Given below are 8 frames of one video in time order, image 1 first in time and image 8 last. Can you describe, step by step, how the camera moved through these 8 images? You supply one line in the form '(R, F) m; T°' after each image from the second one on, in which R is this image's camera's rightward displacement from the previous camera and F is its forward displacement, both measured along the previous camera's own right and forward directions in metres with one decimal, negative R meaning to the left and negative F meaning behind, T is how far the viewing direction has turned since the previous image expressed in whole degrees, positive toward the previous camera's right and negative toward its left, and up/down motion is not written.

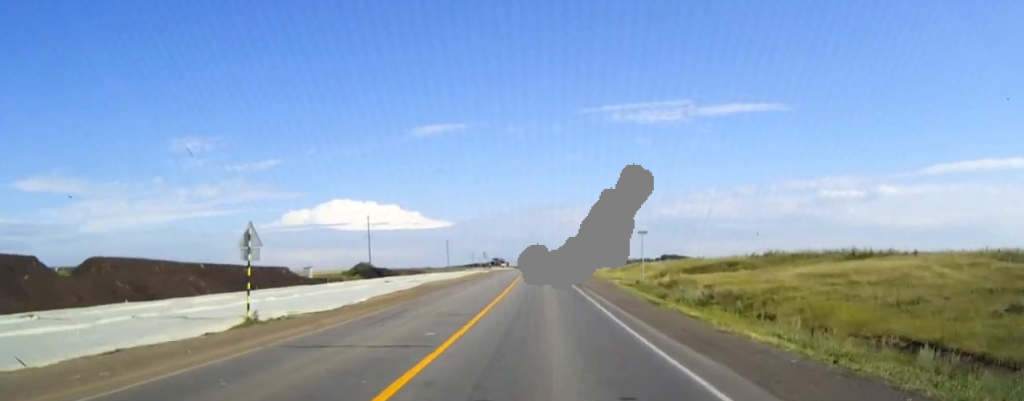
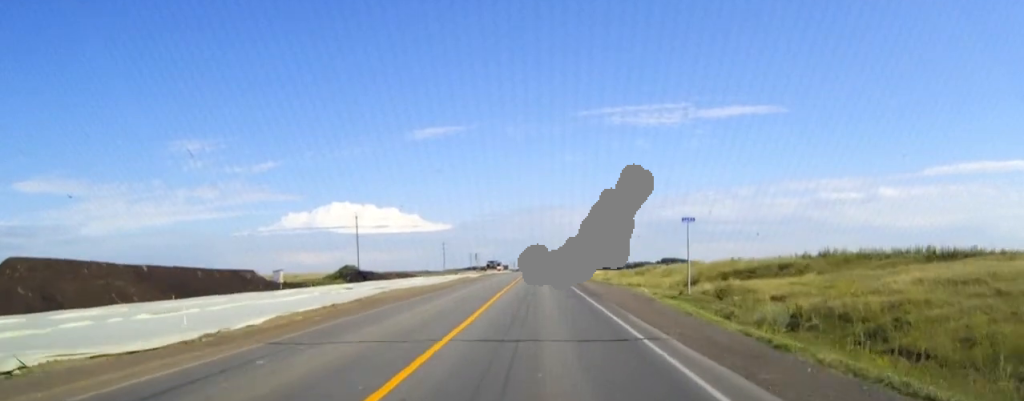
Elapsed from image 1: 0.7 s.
(0.0, +14.1) m; 0°
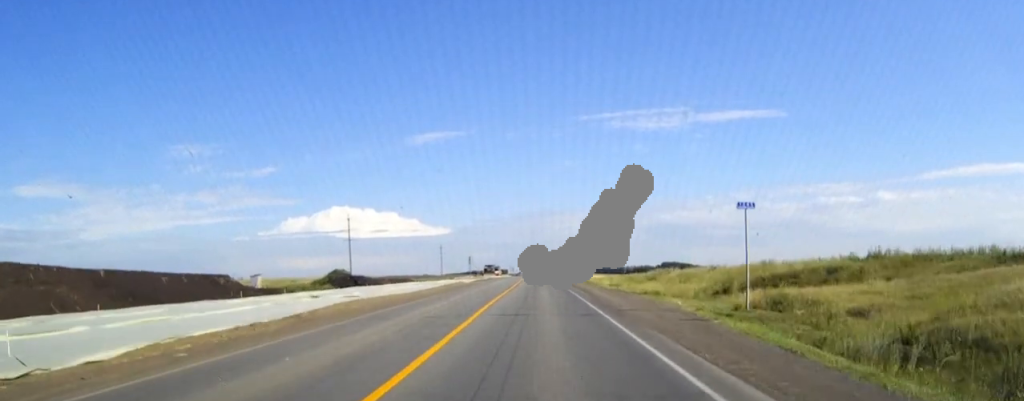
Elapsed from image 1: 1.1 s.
(0.0, +8.8) m; 0°
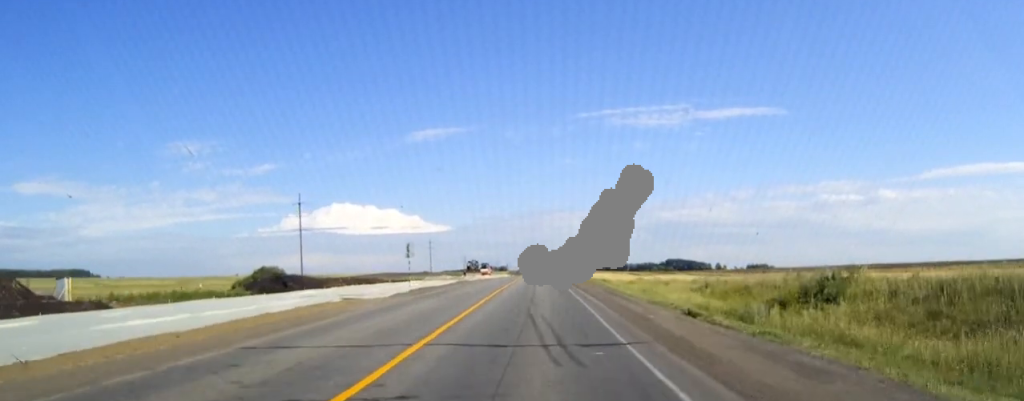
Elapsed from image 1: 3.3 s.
(0.0, +45.5) m; 0°
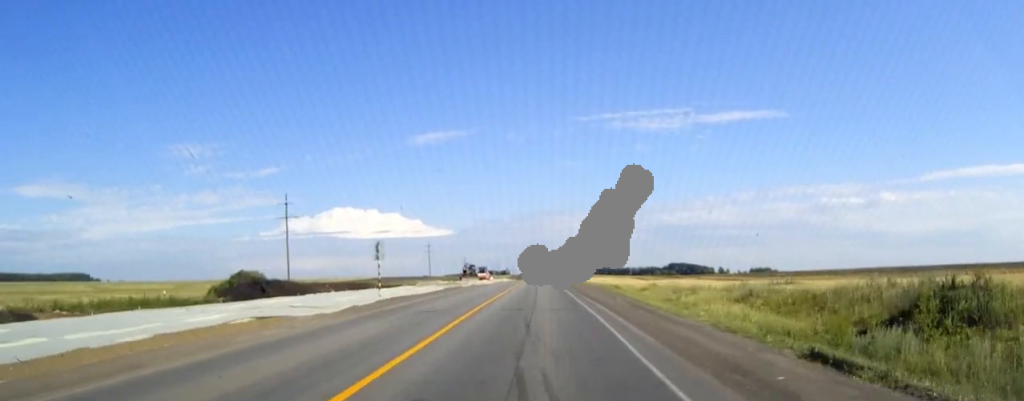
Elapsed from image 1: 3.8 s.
(0.0, +10.5) m; 0°
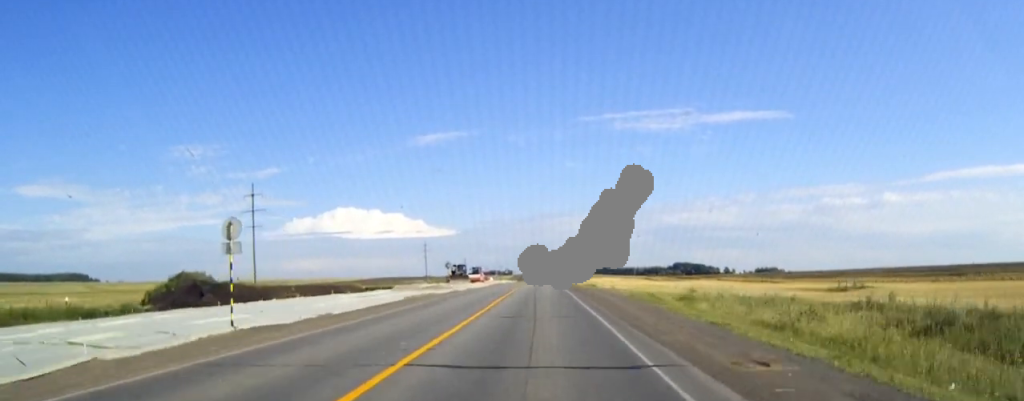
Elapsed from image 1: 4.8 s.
(-0.1, +21.3) m; 0°
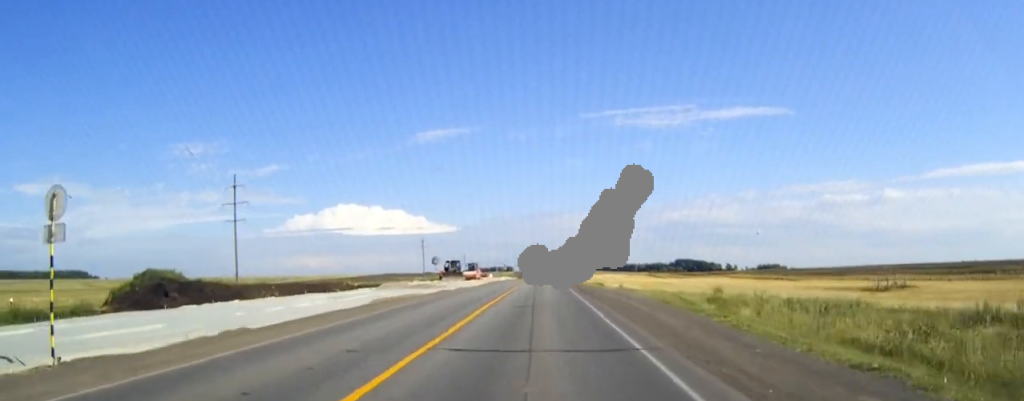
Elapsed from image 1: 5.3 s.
(0.0, +9.3) m; 0°
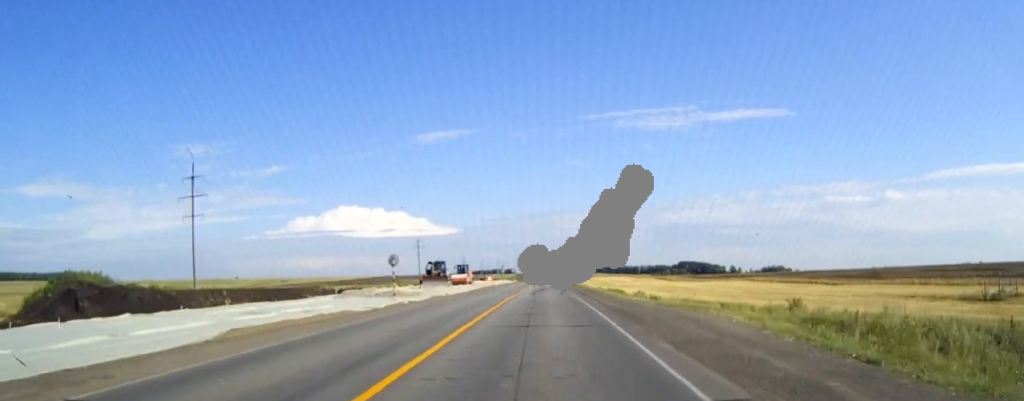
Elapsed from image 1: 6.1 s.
(0.0, +18.1) m; 0°
